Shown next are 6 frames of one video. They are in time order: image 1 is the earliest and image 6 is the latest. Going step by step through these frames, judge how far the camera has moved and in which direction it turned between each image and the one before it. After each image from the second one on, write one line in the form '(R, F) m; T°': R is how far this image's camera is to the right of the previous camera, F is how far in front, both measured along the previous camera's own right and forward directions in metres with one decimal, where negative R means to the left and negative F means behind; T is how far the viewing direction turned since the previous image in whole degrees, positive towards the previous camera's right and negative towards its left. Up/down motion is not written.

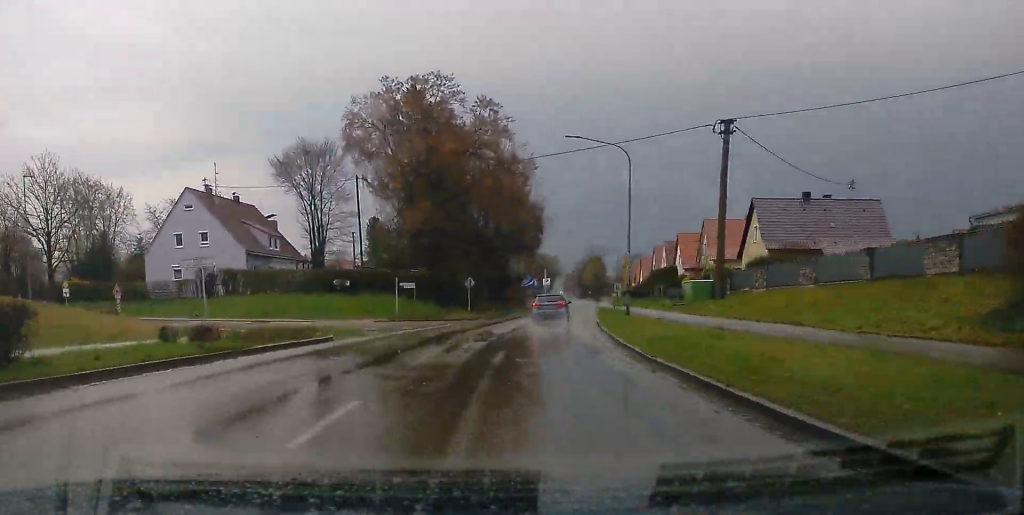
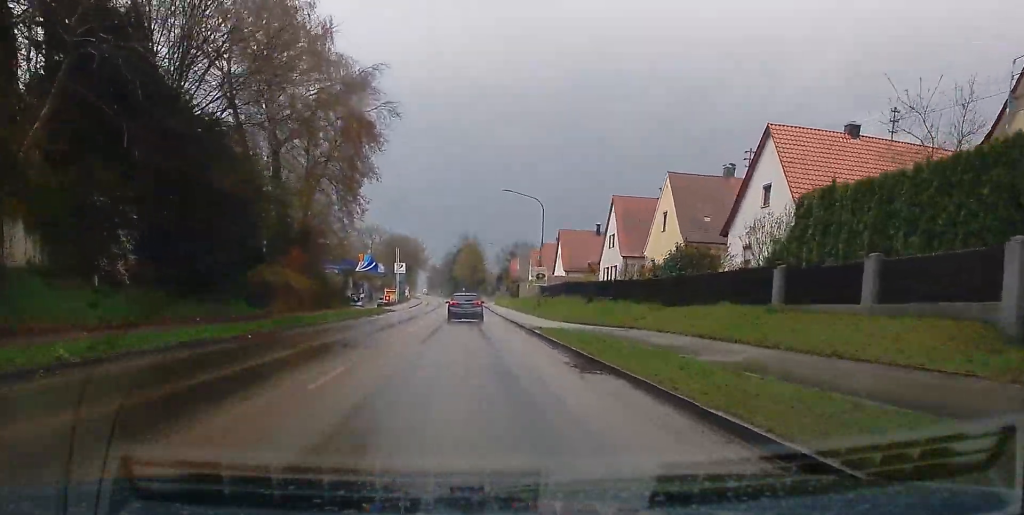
(+8.3, +67.0) m; +9°
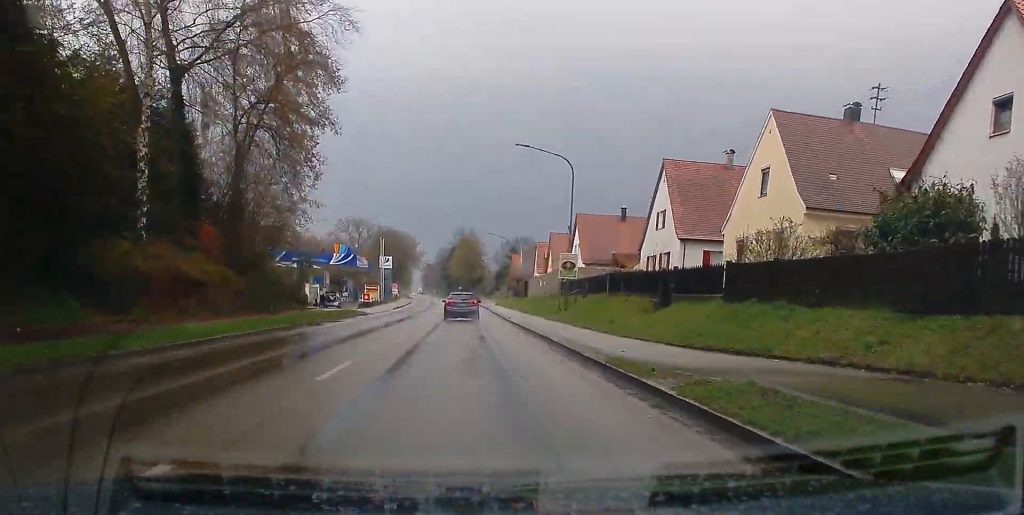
(+0.1, +16.7) m; 0°
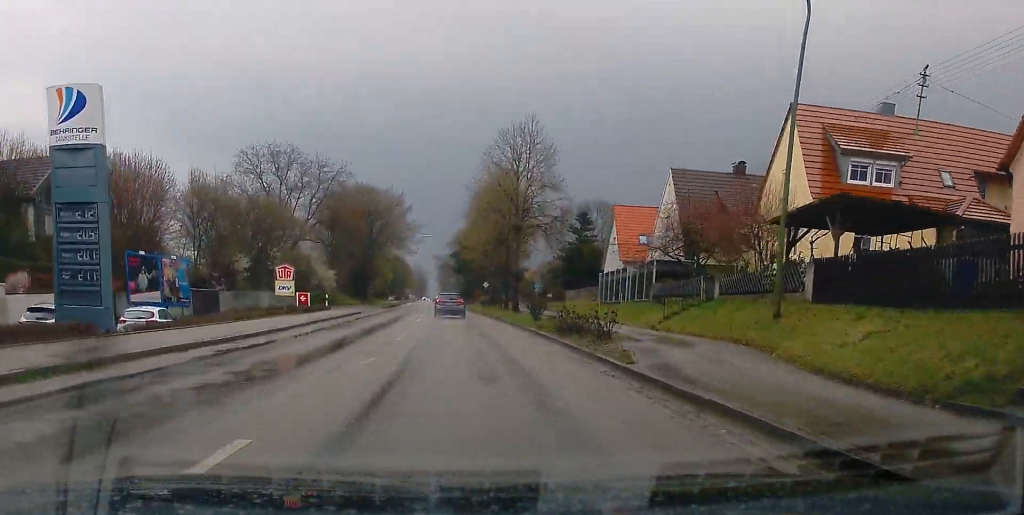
(-0.1, +91.4) m; -1°
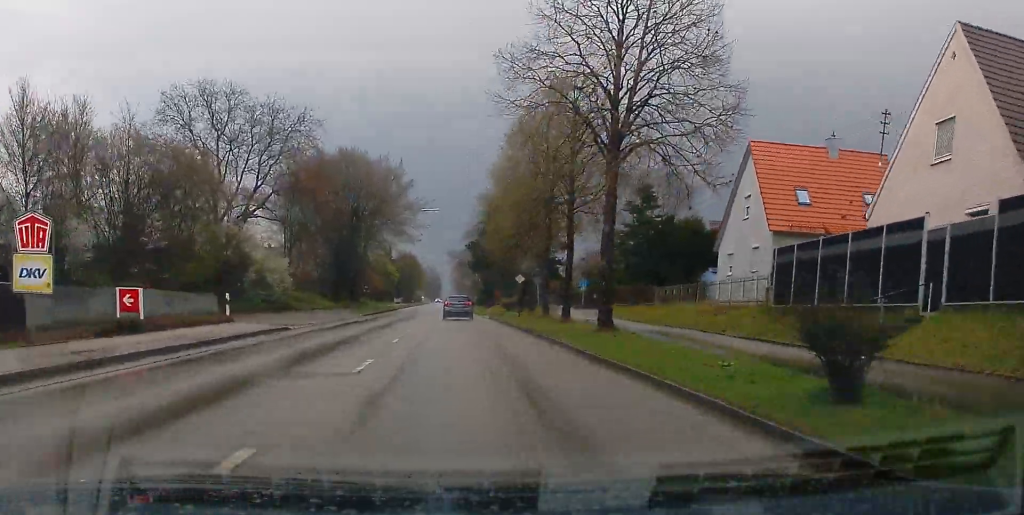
(-0.4, +28.3) m; -1°
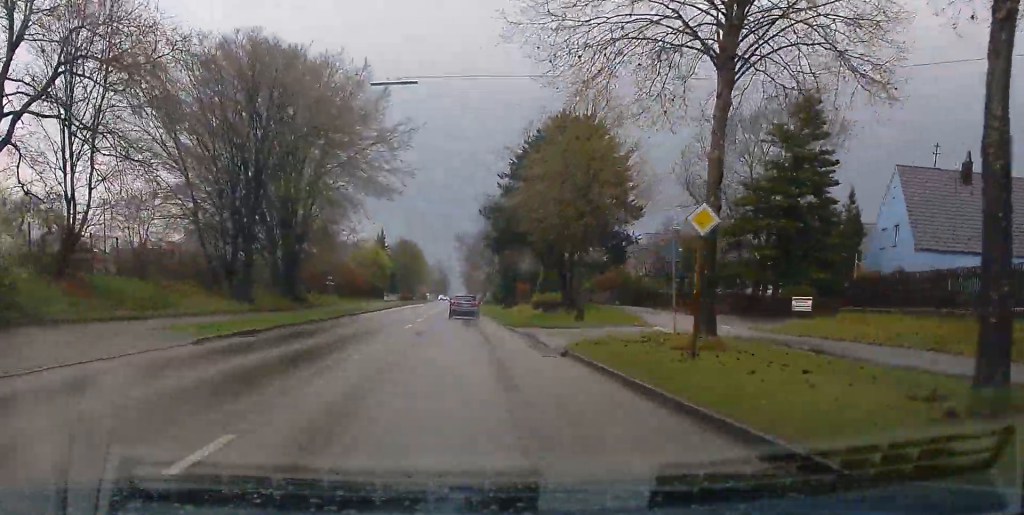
(-0.4, +35.0) m; -1°
